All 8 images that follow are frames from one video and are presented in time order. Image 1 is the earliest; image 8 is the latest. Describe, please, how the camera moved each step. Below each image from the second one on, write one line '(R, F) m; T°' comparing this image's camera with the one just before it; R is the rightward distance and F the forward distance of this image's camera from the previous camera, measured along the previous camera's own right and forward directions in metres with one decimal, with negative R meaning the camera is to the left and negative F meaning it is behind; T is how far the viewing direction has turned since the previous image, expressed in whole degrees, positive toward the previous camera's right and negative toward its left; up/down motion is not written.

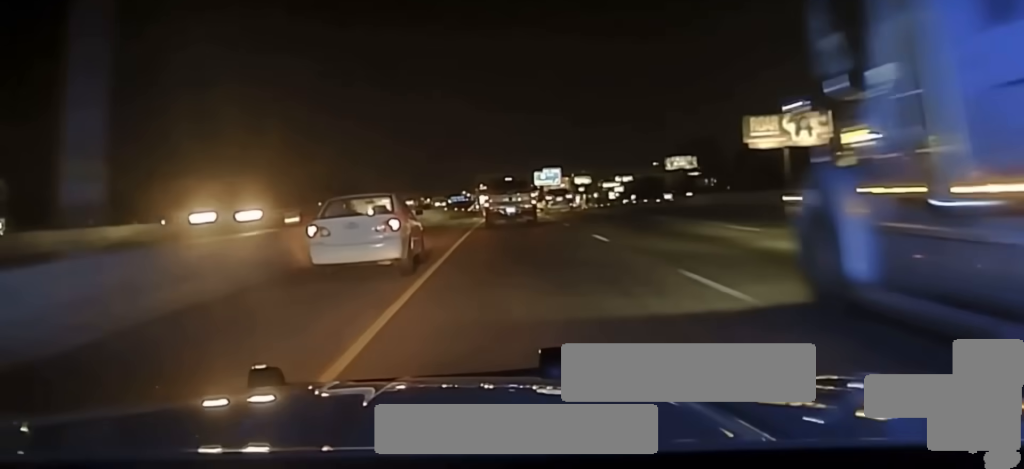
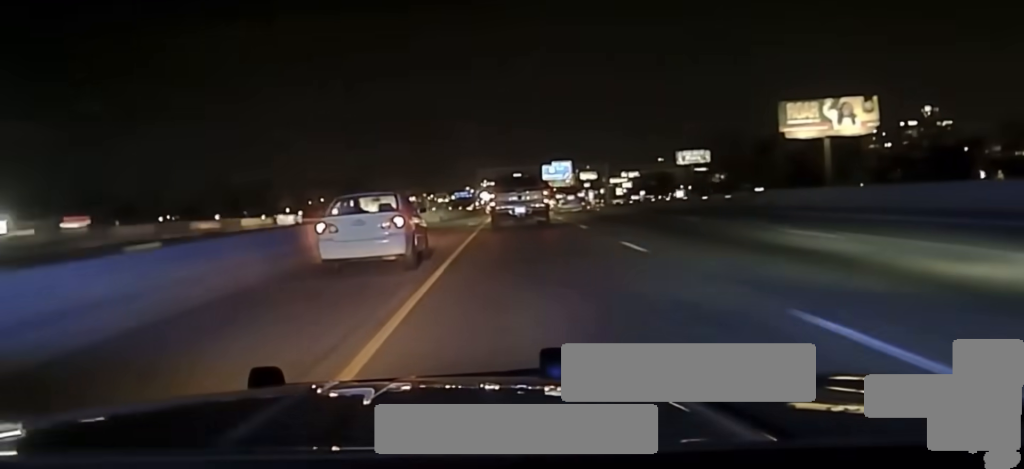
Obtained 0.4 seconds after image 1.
(-0.1, +17.4) m; 0°
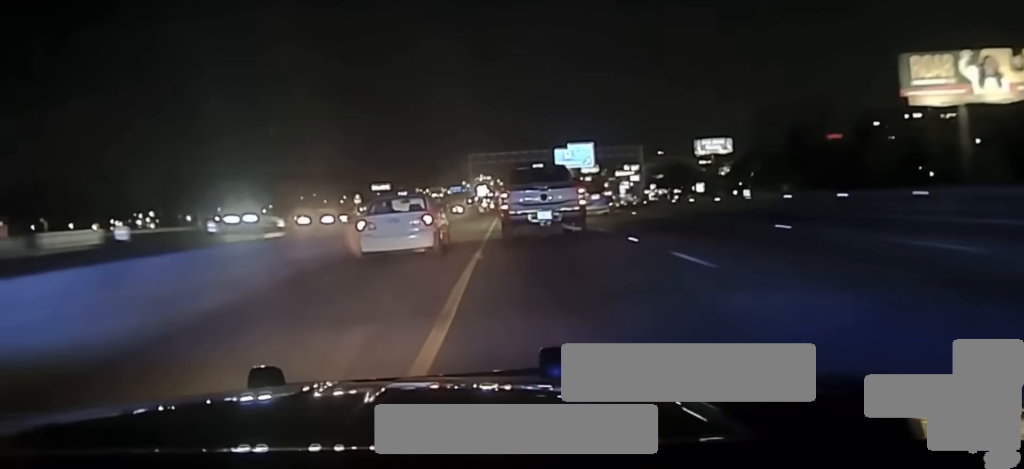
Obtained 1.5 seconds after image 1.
(-0.3, +42.0) m; 0°
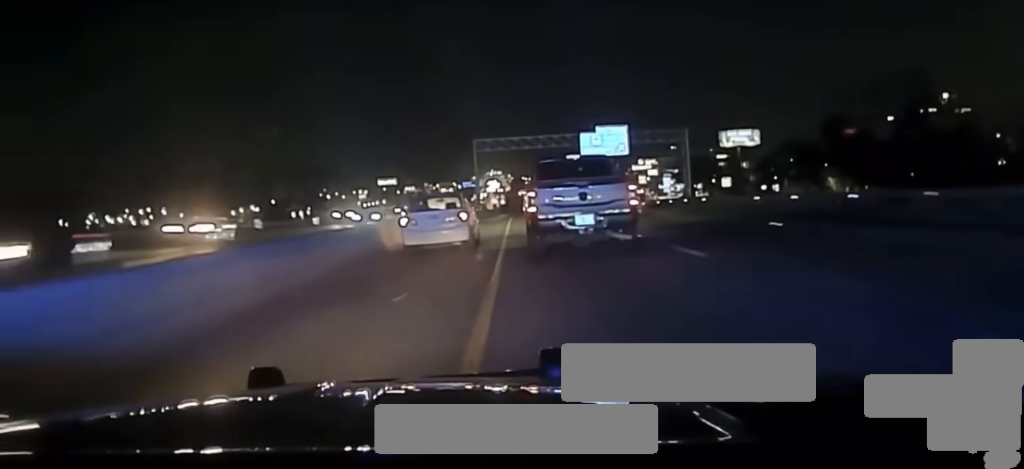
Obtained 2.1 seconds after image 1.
(0.0, +22.2) m; 0°
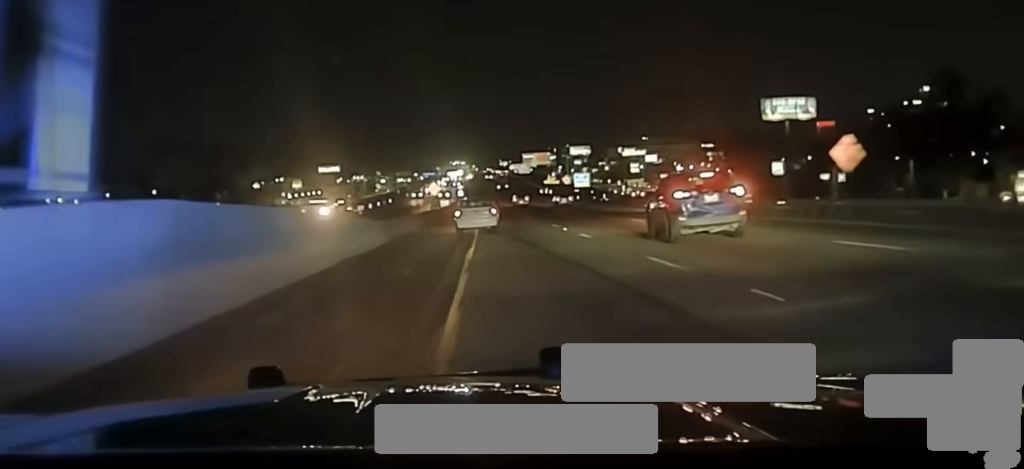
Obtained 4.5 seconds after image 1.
(-0.8, +87.6) m; 0°
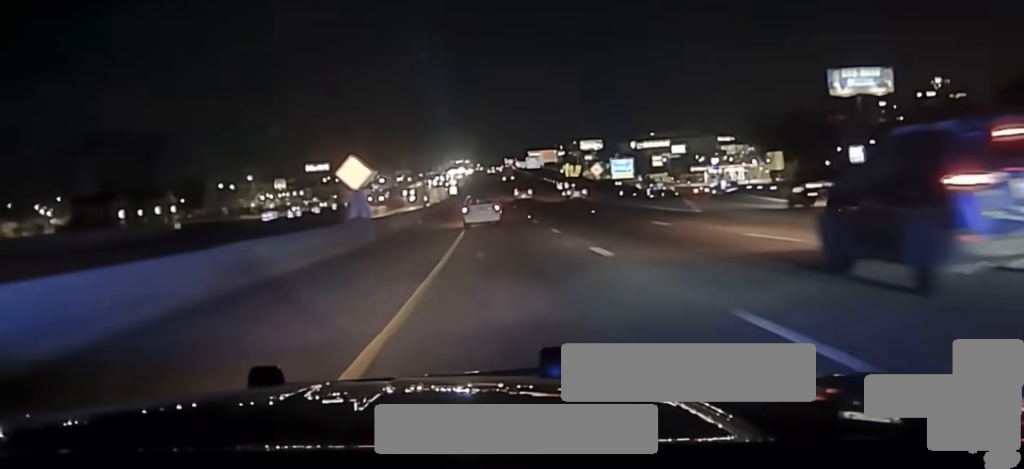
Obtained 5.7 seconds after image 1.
(+0.6, +44.4) m; +1°
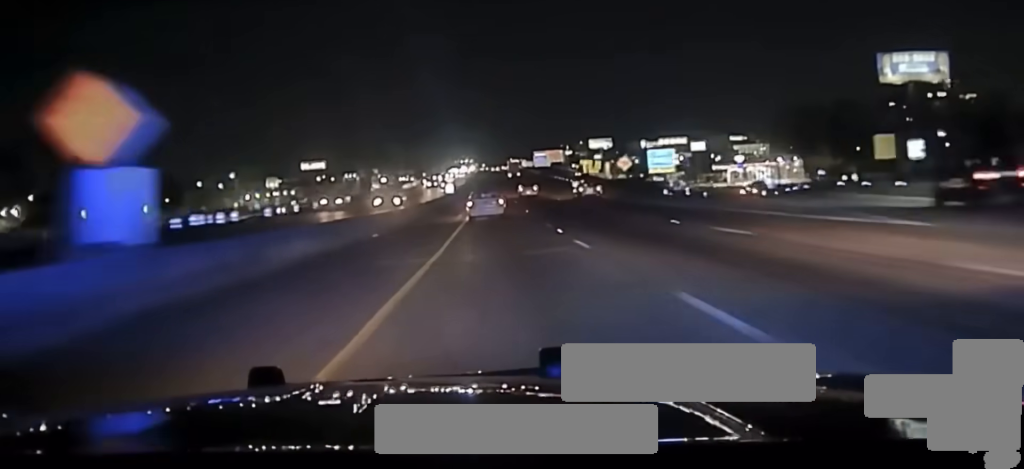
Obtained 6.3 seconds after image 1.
(+0.1, +22.3) m; 0°
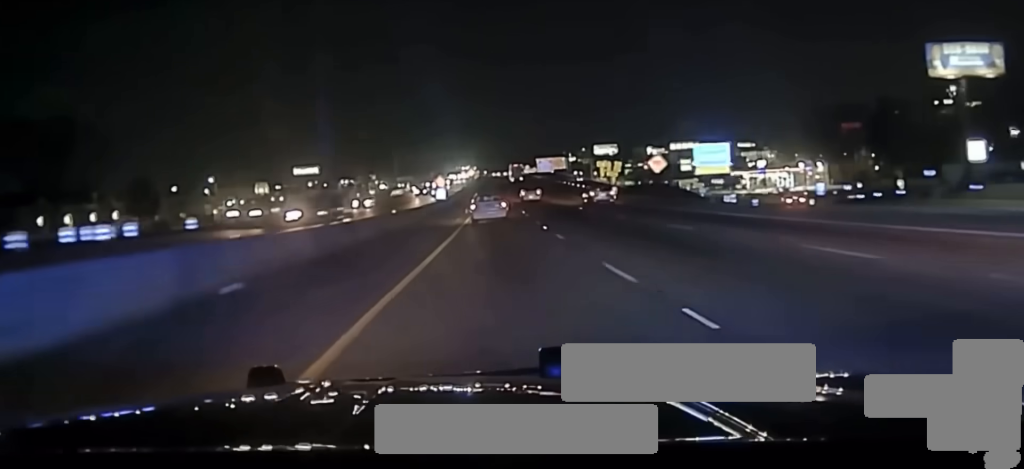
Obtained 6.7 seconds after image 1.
(-0.2, +20.1) m; 0°
